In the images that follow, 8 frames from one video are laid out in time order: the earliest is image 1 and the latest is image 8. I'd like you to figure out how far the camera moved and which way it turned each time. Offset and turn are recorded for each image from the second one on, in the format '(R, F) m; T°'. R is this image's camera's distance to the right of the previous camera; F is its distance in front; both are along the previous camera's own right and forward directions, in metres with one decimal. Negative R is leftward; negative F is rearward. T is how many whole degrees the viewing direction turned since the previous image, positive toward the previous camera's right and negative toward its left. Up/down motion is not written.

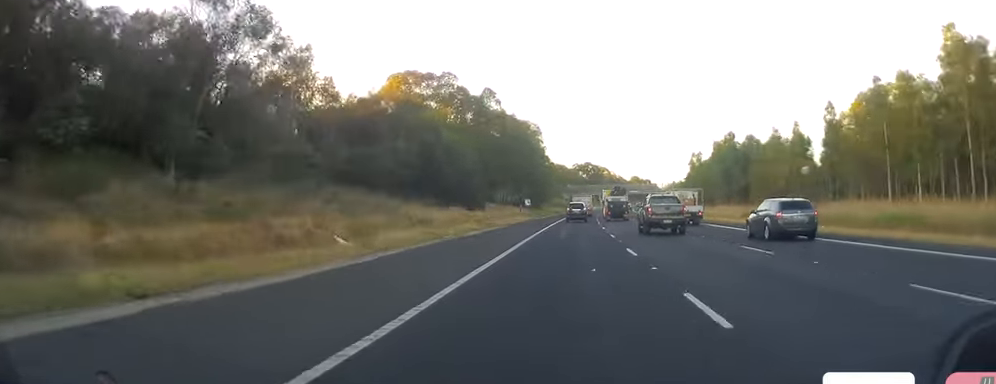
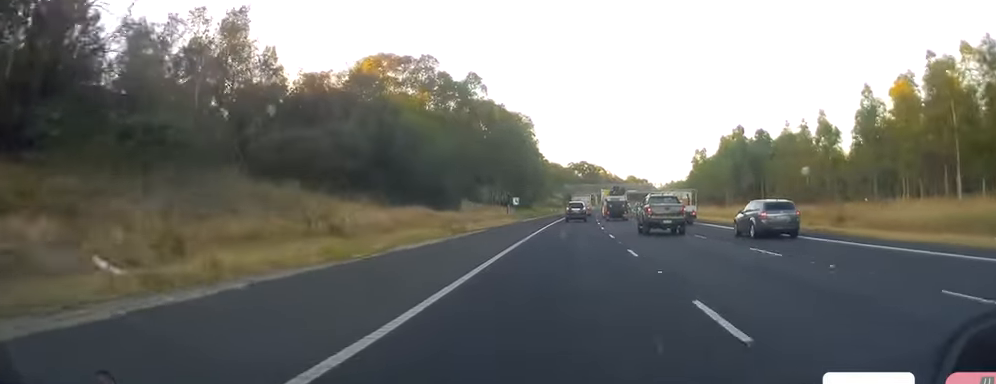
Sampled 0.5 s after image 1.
(+0.2, +12.7) m; +1°
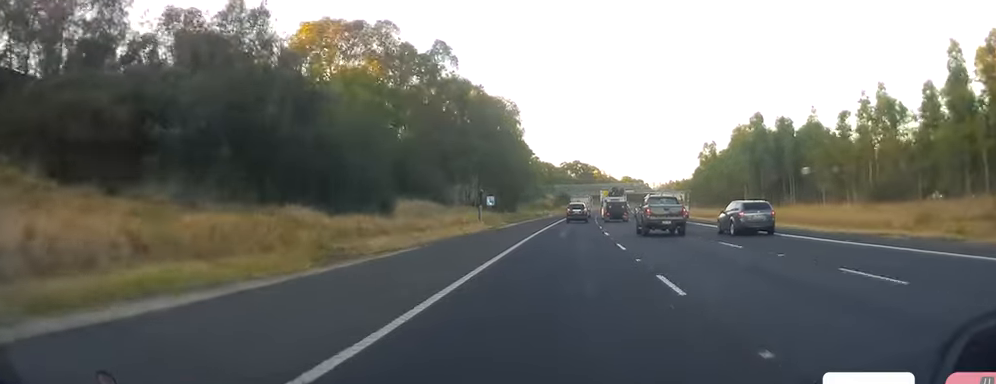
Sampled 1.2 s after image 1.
(+0.4, +20.0) m; +1°
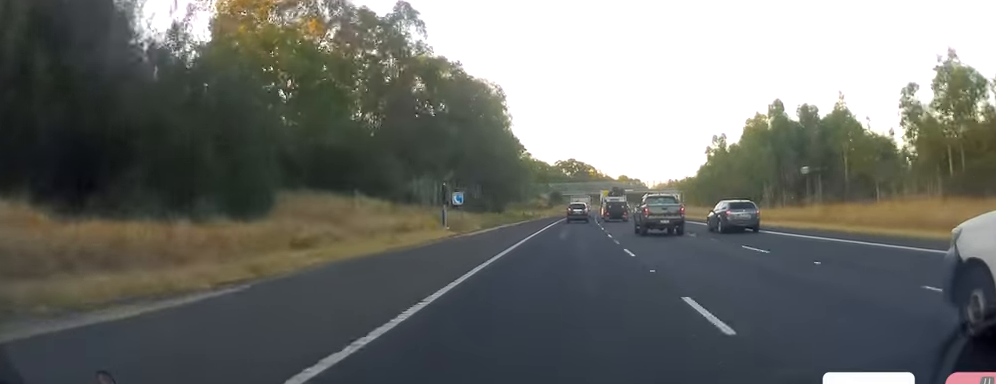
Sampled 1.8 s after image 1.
(0.0, +15.5) m; -1°
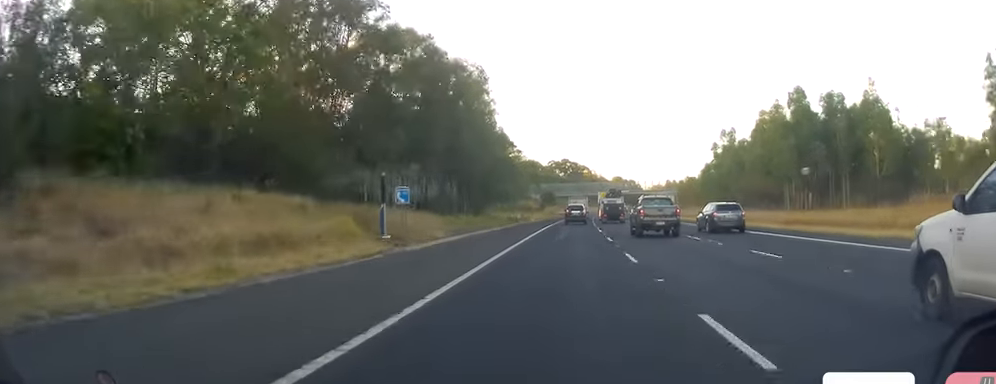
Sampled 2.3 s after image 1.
(+0.1, +13.7) m; 0°
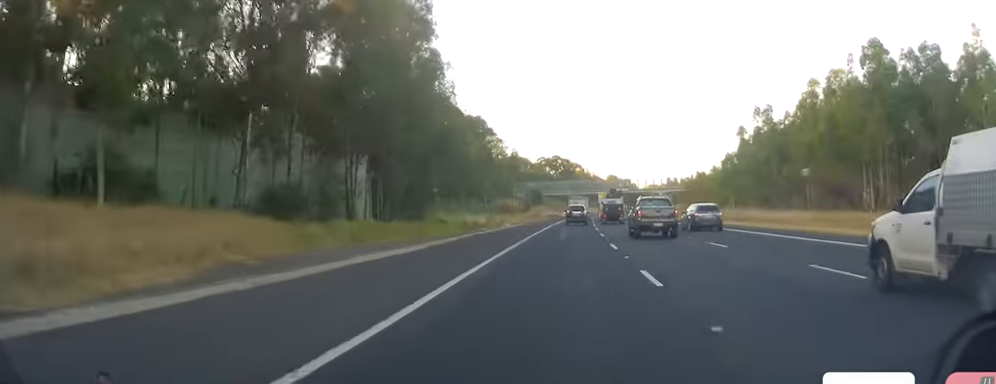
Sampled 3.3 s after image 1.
(-0.3, +29.3) m; +2°
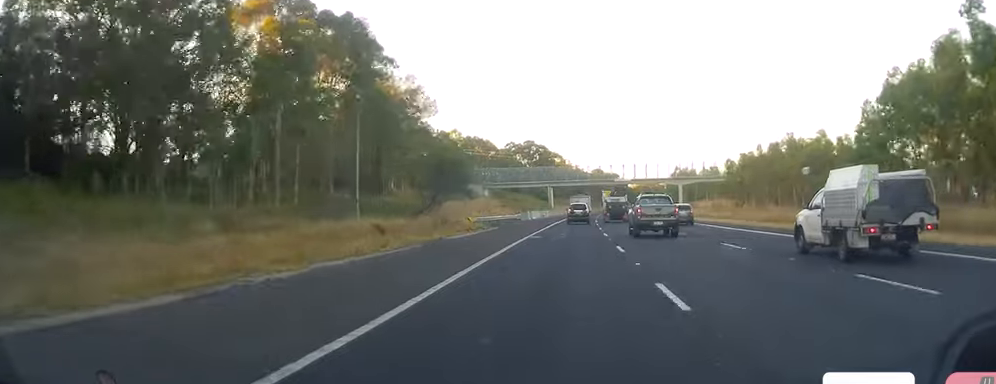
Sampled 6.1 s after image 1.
(+1.5, +75.4) m; +3°
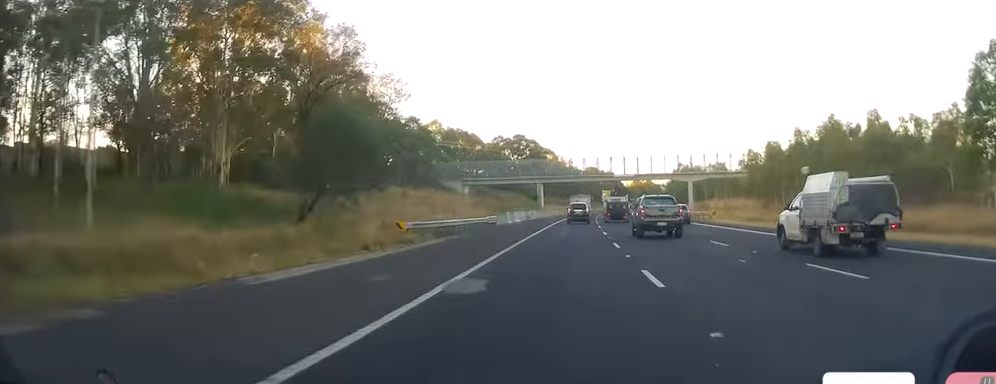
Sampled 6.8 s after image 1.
(+0.3, +21.2) m; 0°
